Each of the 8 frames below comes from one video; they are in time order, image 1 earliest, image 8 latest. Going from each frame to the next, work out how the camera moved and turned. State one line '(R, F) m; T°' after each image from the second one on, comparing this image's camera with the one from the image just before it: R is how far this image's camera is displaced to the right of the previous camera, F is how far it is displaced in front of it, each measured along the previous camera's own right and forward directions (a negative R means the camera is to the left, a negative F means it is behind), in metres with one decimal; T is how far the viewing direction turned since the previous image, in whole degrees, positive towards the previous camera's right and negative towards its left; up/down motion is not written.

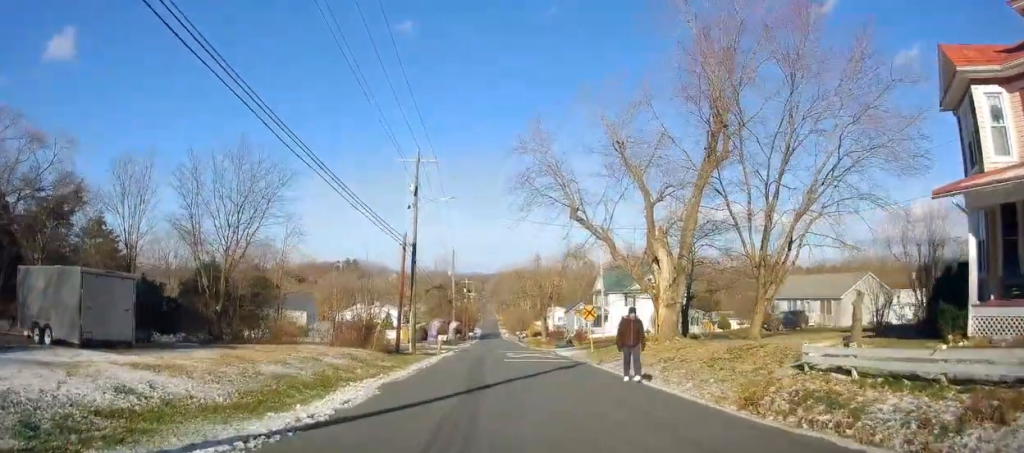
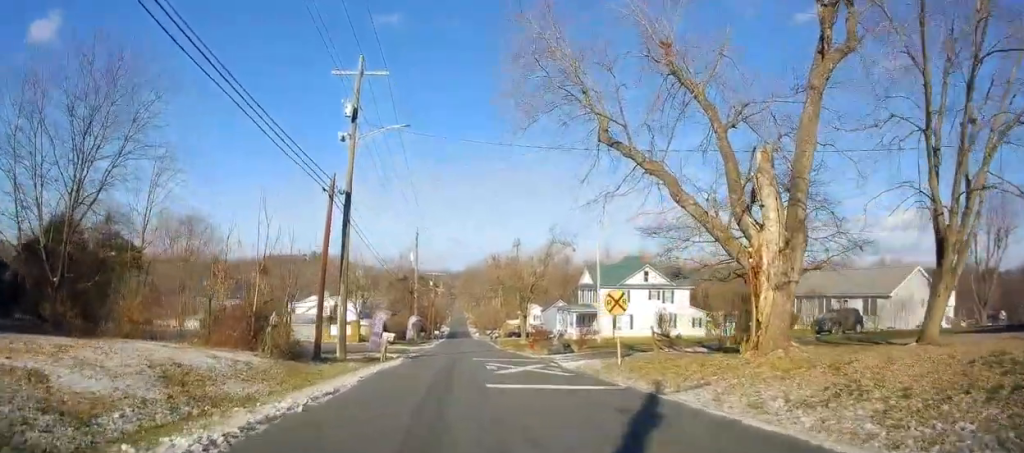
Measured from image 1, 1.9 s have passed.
(-0.6, +12.4) m; +5°
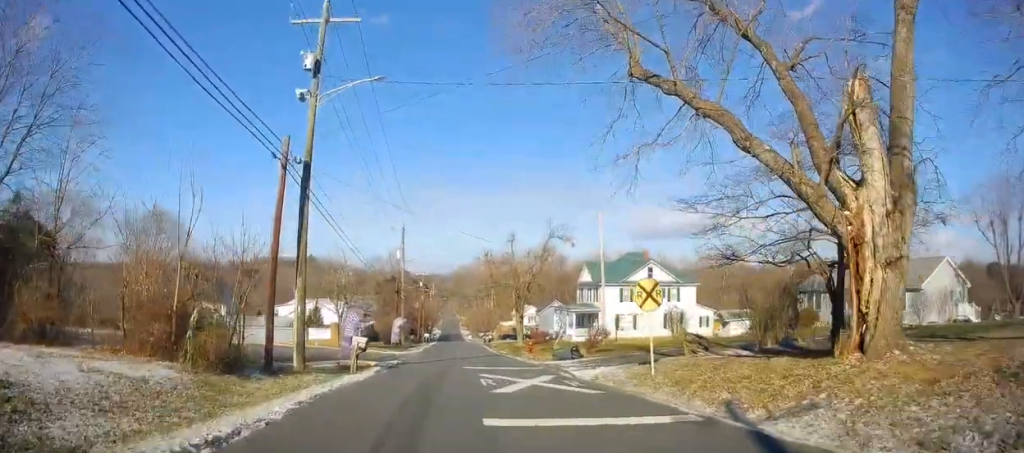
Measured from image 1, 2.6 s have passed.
(+0.7, +4.8) m; 0°
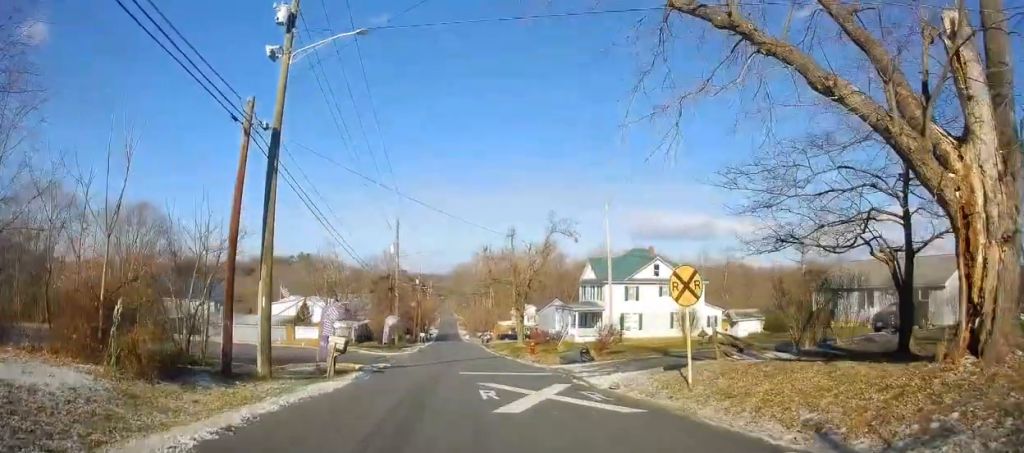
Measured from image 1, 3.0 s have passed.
(+0.2, +3.0) m; 0°
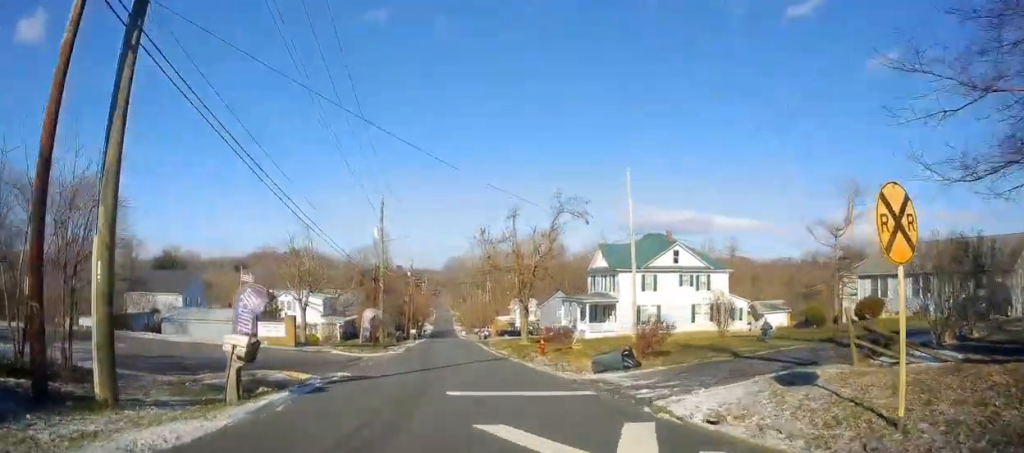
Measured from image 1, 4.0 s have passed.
(-0.8, +7.2) m; -2°
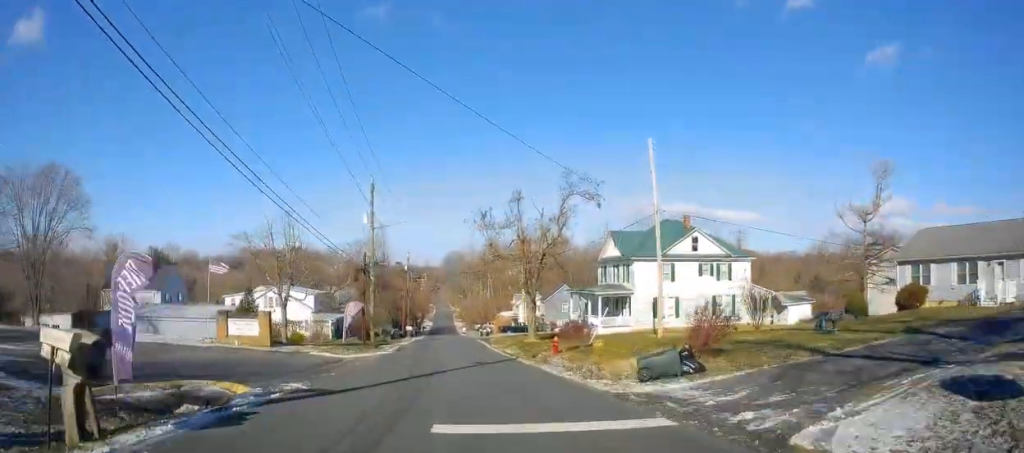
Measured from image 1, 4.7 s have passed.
(+0.4, +4.8) m; +1°
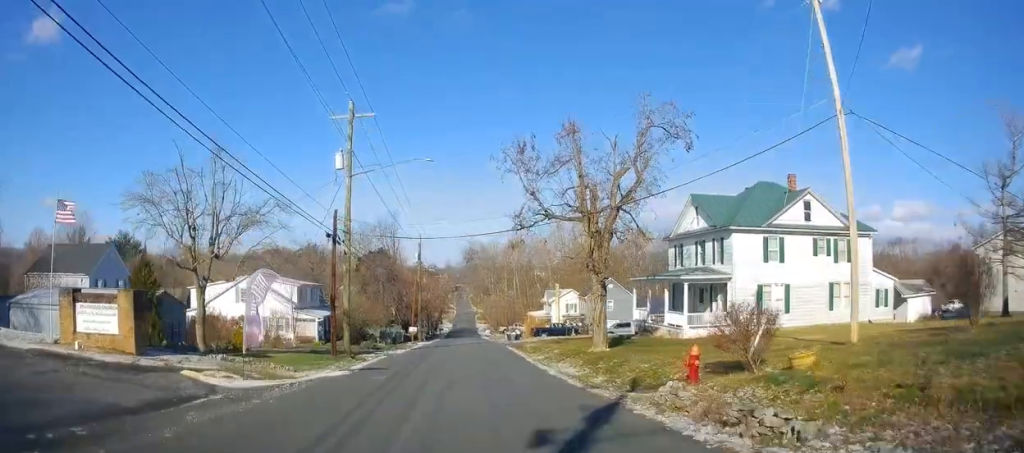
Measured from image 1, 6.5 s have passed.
(0.0, +15.2) m; -2°
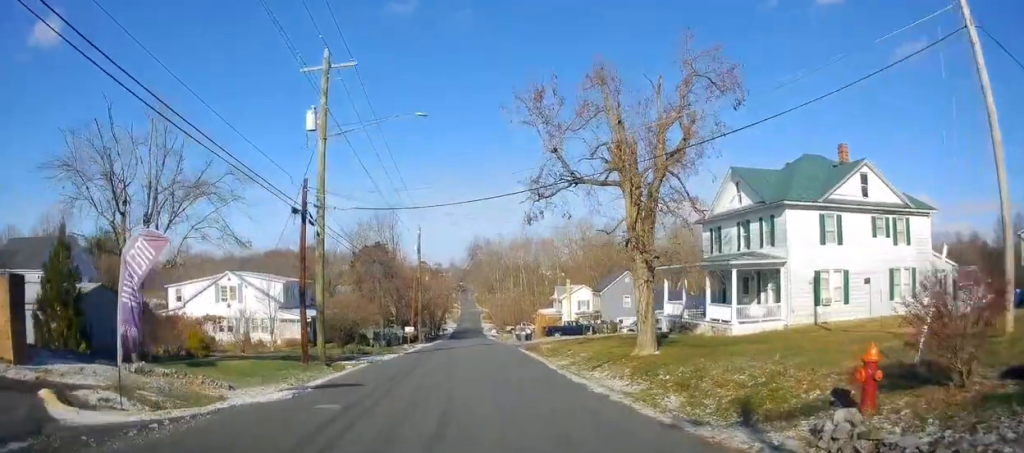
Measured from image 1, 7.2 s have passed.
(0.0, +5.7) m; -2°
